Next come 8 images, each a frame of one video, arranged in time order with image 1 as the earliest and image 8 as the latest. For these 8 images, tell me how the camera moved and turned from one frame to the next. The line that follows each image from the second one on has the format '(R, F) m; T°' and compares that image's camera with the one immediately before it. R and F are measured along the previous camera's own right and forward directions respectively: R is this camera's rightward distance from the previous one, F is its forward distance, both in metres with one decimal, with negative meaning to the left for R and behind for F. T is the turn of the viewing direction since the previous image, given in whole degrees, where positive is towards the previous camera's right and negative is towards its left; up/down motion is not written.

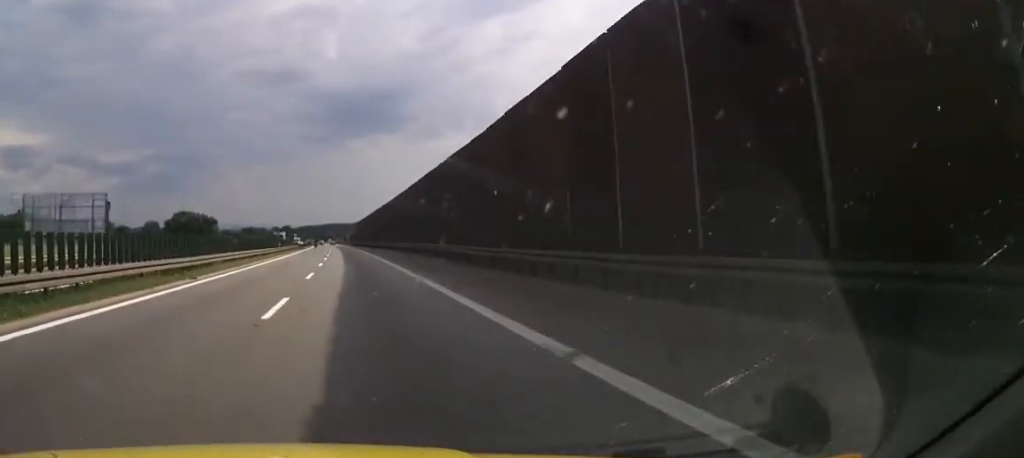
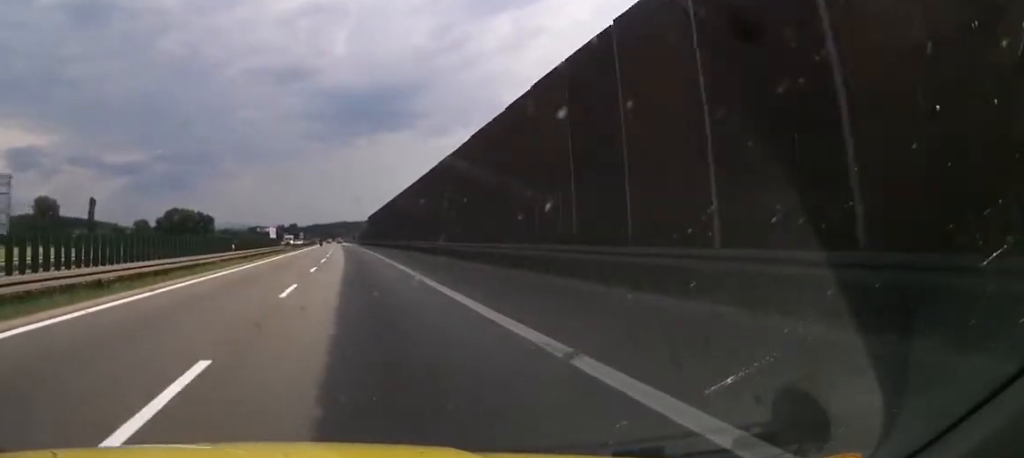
(0.0, +32.2) m; 0°
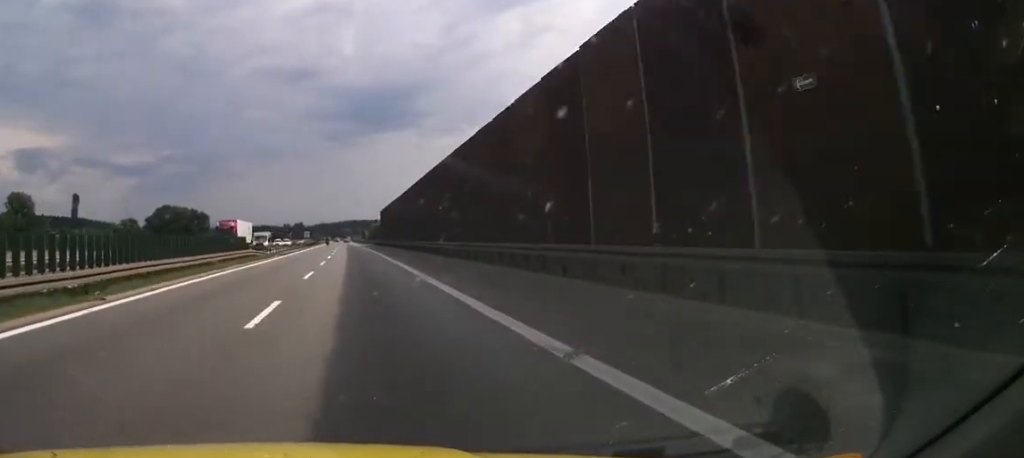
(+0.1, +28.9) m; -1°
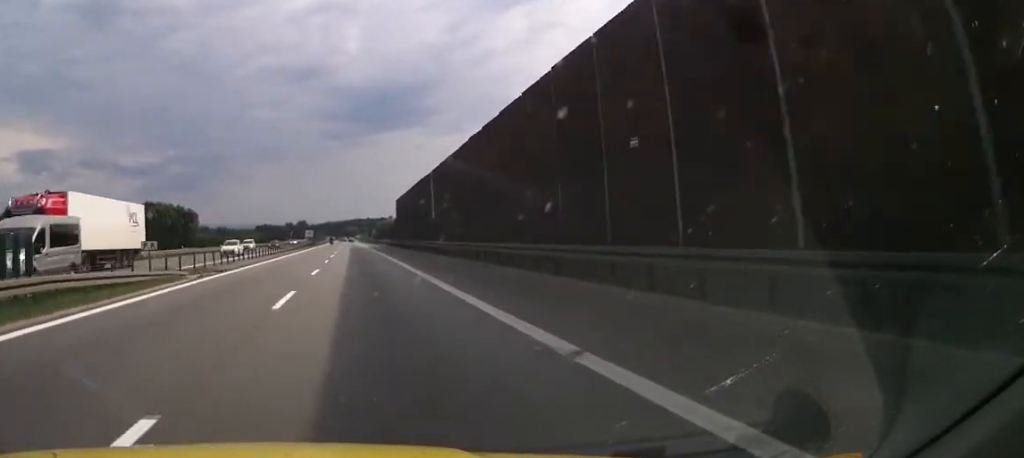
(-0.6, +32.4) m; -2°
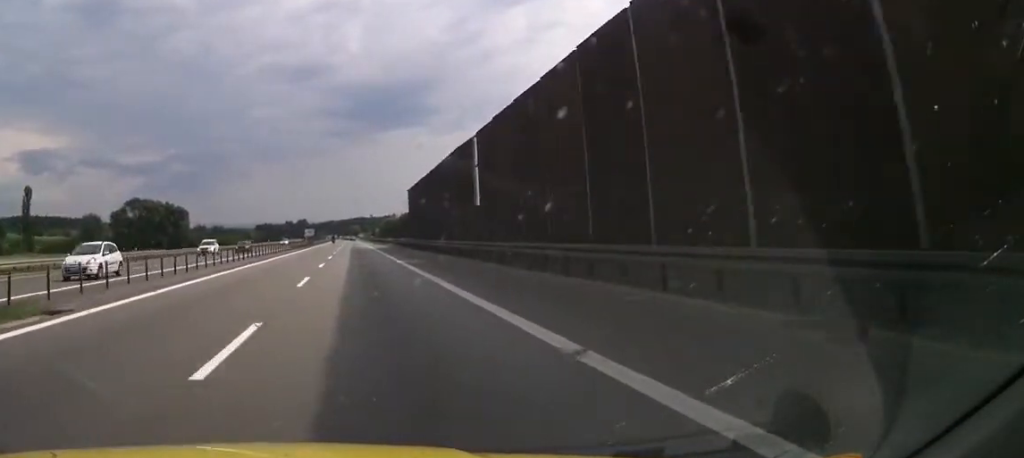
(-0.3, +18.1) m; -1°
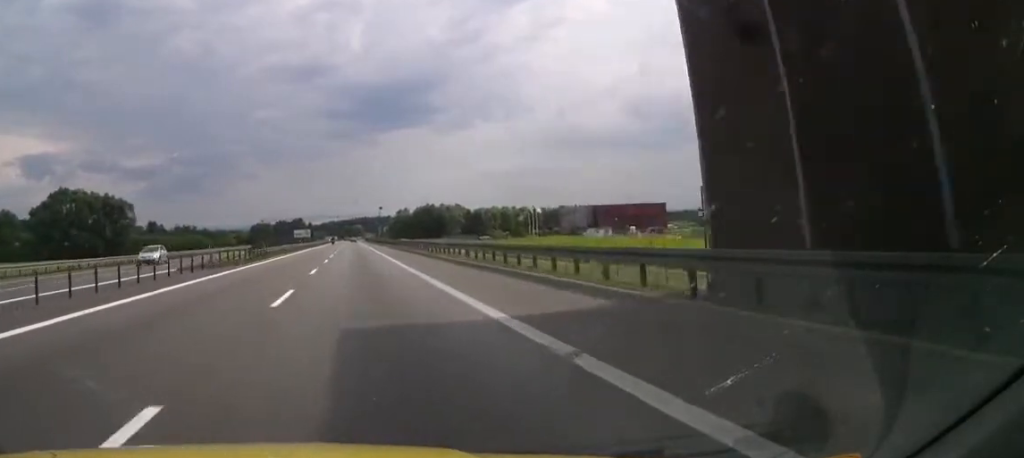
(-0.9, +63.5) m; -1°
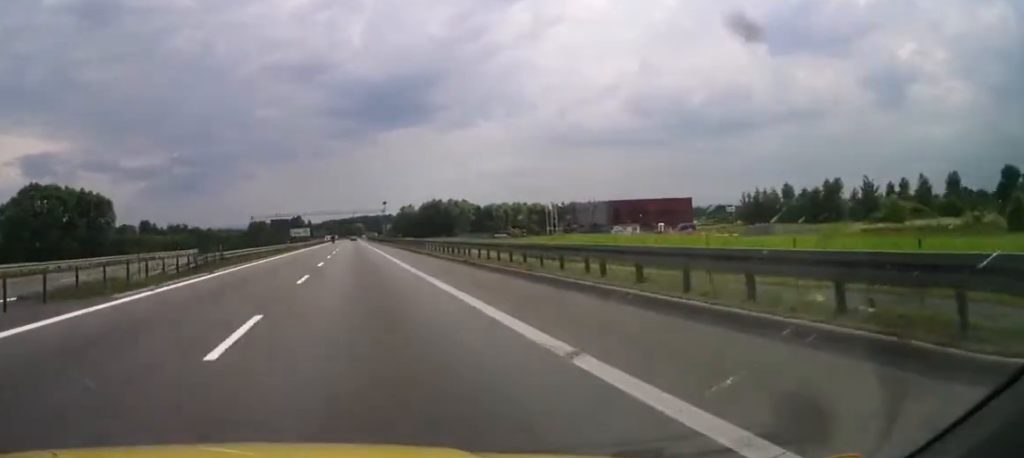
(-0.1, +17.3) m; 0°
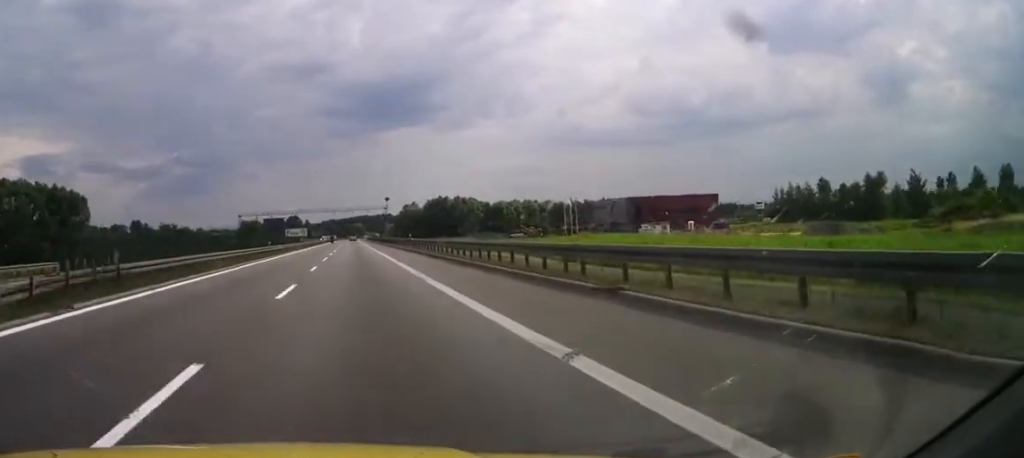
(0.0, +16.1) m; 0°
